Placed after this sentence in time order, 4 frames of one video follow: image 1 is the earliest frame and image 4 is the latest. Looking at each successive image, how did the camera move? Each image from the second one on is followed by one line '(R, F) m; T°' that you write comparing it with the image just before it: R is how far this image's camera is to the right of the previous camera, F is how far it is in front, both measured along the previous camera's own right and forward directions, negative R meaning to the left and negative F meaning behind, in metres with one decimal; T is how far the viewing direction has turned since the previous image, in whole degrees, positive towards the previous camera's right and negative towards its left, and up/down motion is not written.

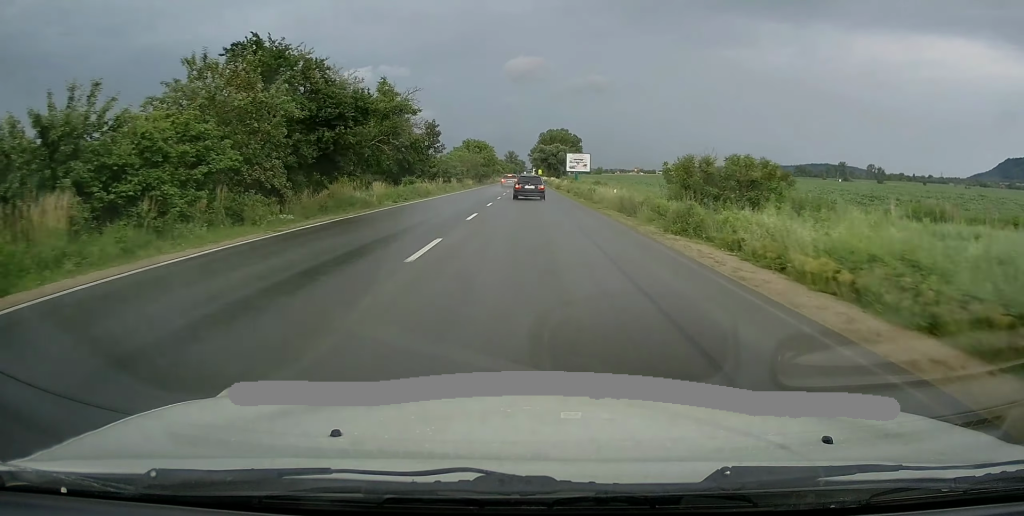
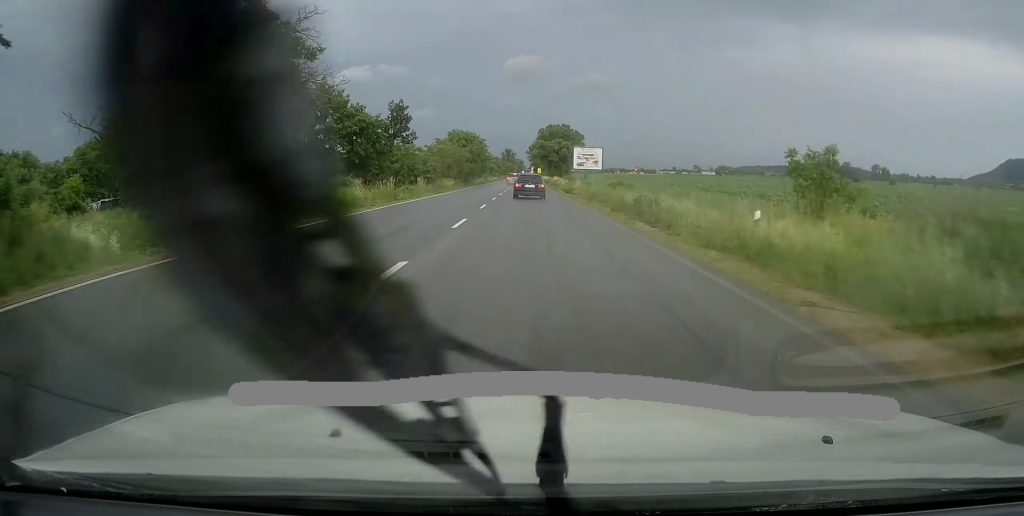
(-0.2, +21.1) m; 0°
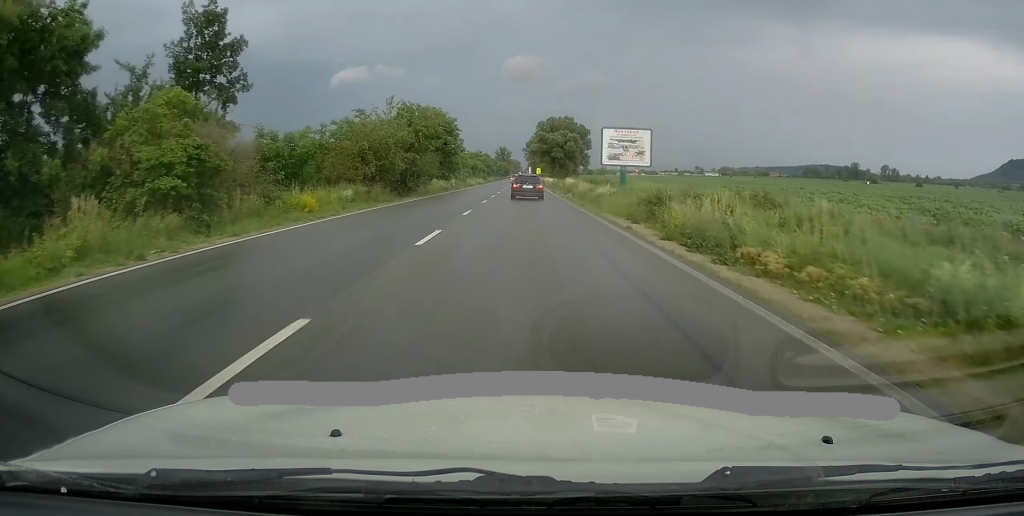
(+0.7, +39.3) m; 0°
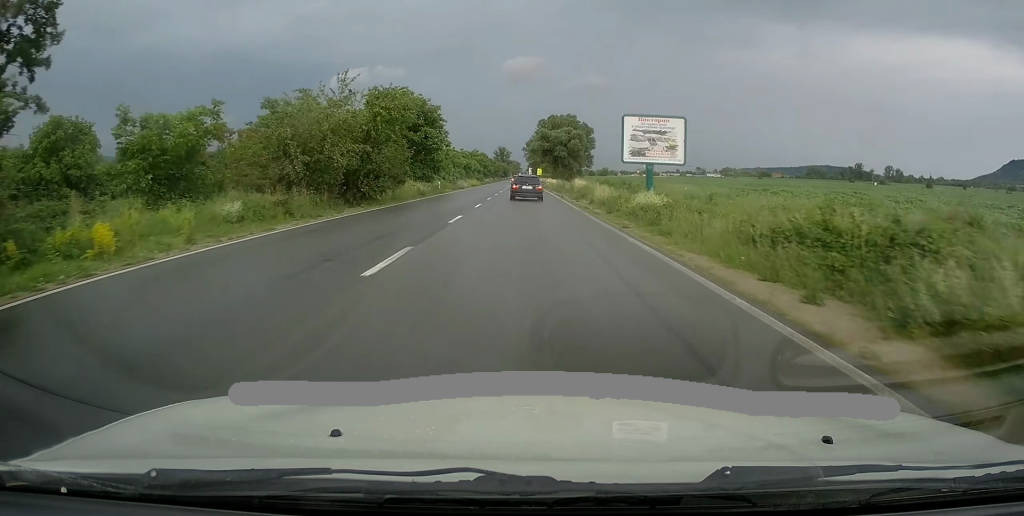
(-0.2, +12.1) m; 0°
